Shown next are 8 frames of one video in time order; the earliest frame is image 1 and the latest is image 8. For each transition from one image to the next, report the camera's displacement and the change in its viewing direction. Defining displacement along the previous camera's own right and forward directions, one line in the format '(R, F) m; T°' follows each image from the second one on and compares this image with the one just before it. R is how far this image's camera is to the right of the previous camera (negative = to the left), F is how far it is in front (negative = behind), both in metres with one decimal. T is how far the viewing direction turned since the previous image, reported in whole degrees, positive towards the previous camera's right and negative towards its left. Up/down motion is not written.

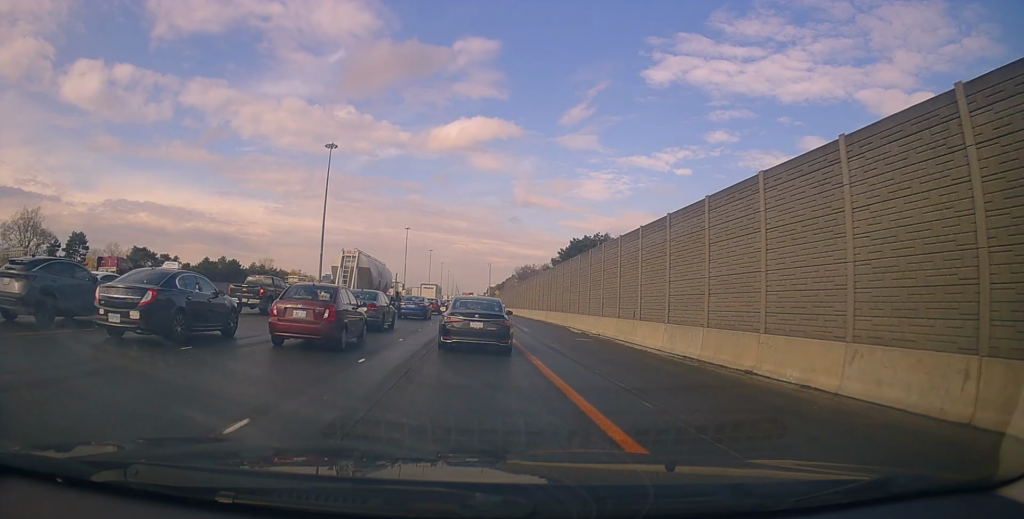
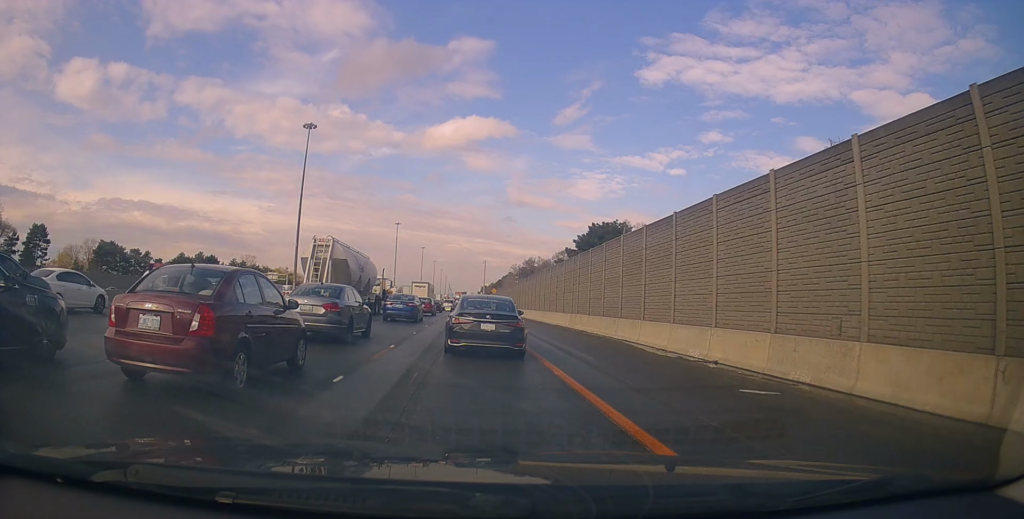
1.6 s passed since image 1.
(-0.1, +14.9) m; +3°
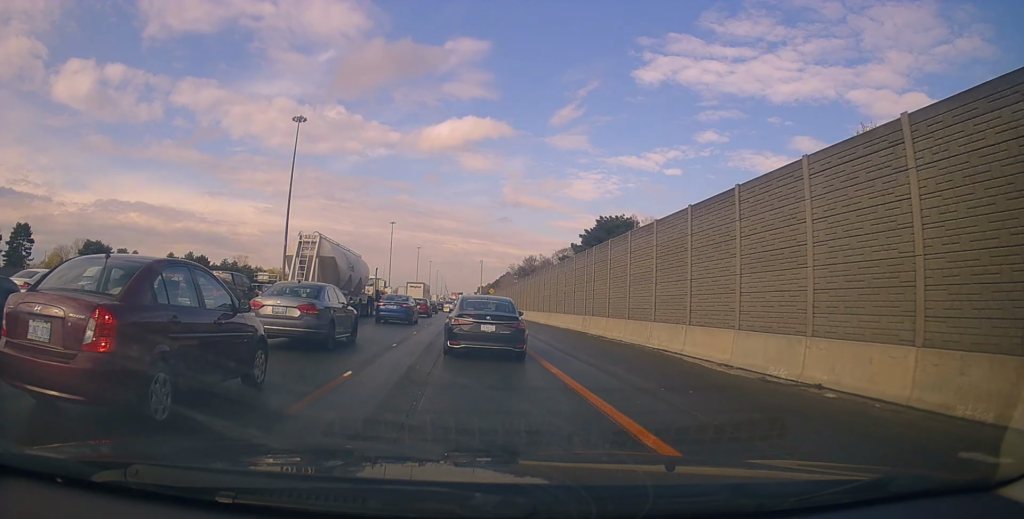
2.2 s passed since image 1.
(+0.3, +5.6) m; +3°
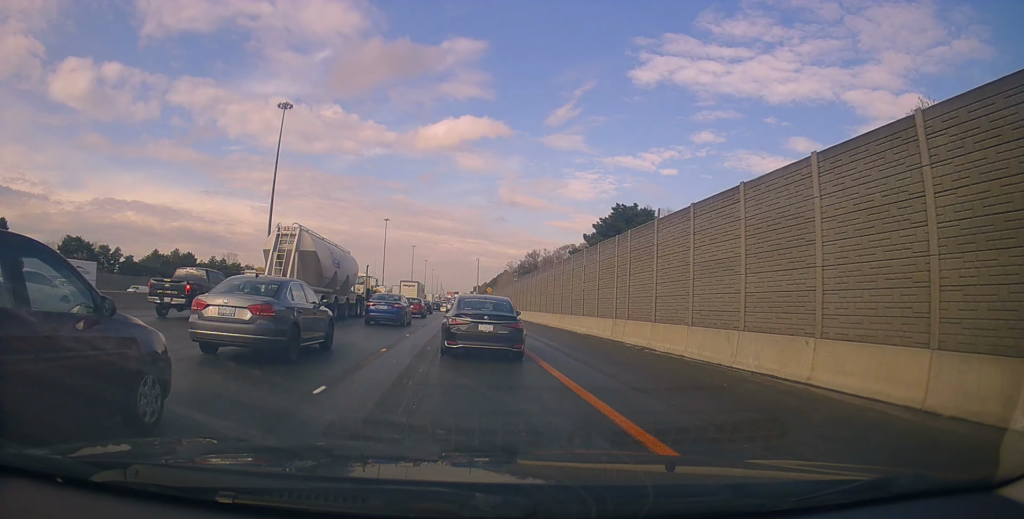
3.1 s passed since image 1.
(0.0, +7.7) m; -2°
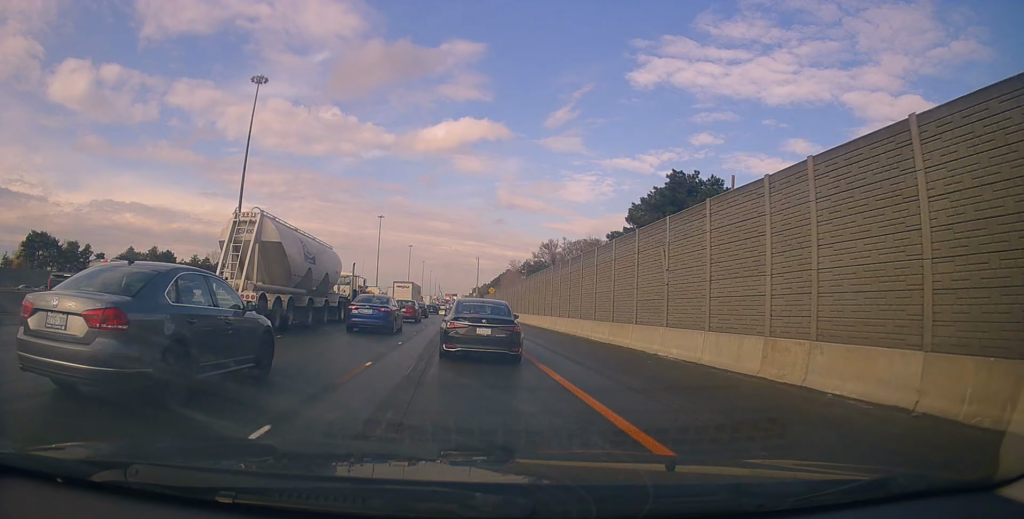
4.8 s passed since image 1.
(+0.2, +14.7) m; +5°
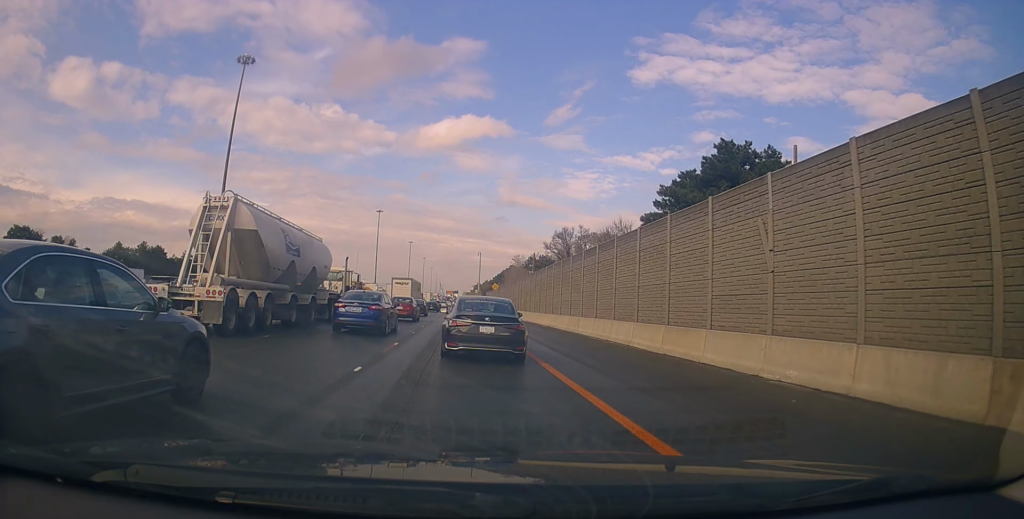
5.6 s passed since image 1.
(+0.3, +7.1) m; 0°
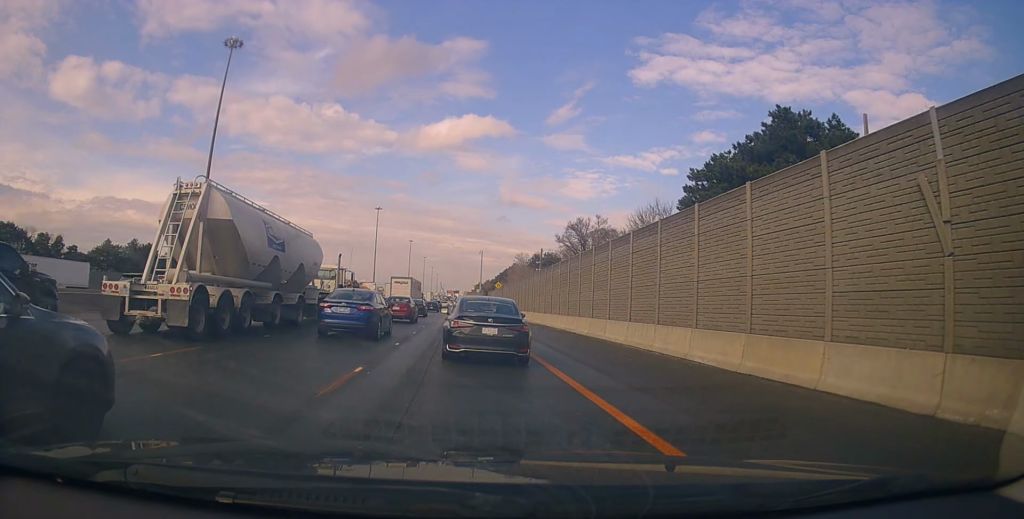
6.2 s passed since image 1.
(0.0, +6.4) m; -4°
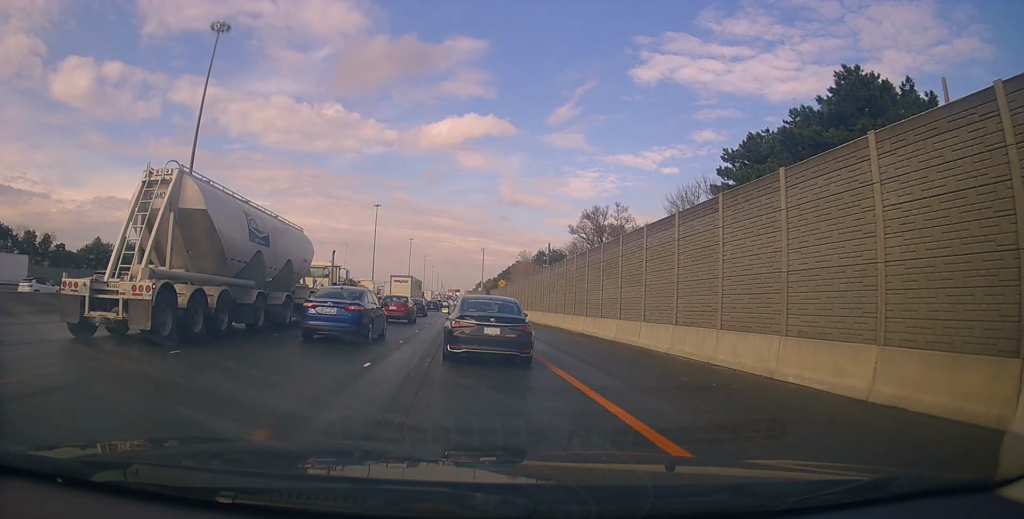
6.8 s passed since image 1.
(-0.4, +5.4) m; -3°
